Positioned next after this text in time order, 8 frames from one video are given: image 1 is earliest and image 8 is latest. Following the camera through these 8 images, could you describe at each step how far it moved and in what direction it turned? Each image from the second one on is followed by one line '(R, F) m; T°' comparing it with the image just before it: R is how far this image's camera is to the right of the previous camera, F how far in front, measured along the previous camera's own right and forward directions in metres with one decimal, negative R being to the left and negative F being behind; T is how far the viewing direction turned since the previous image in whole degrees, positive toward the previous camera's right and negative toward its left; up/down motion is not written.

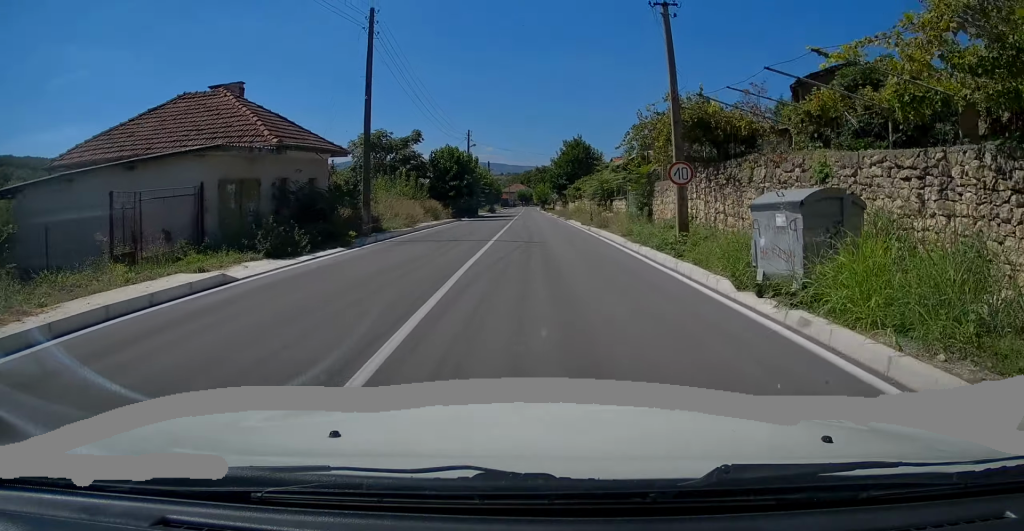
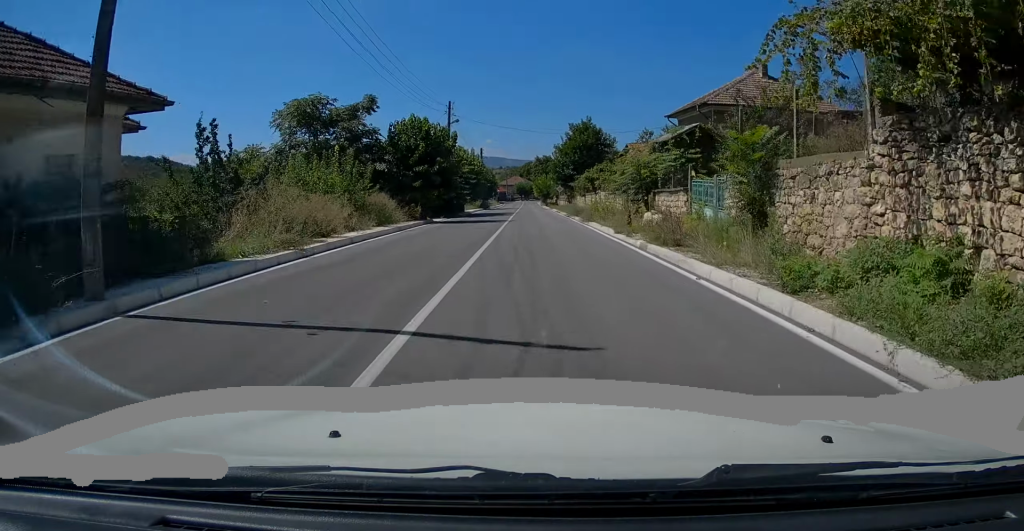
(-0.1, +13.0) m; +1°
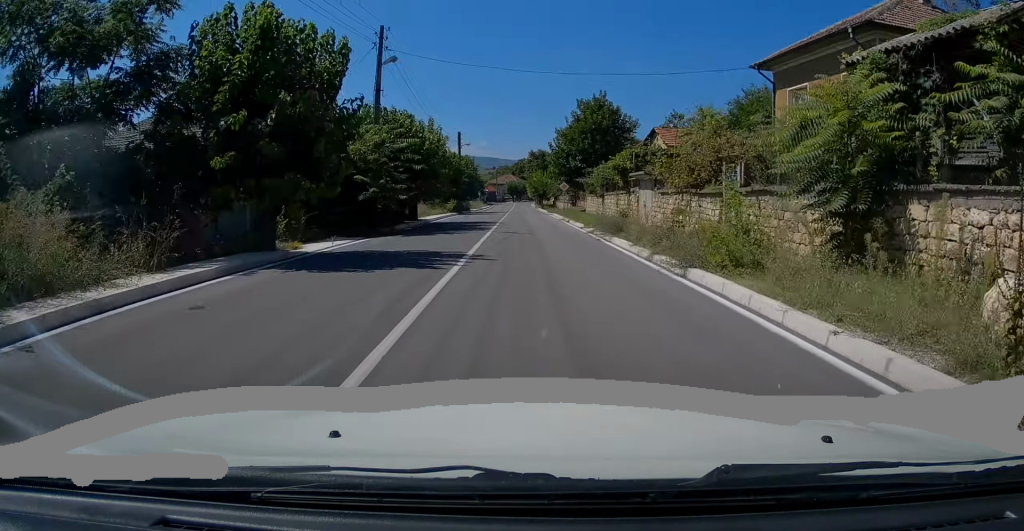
(+0.3, +18.4) m; 0°
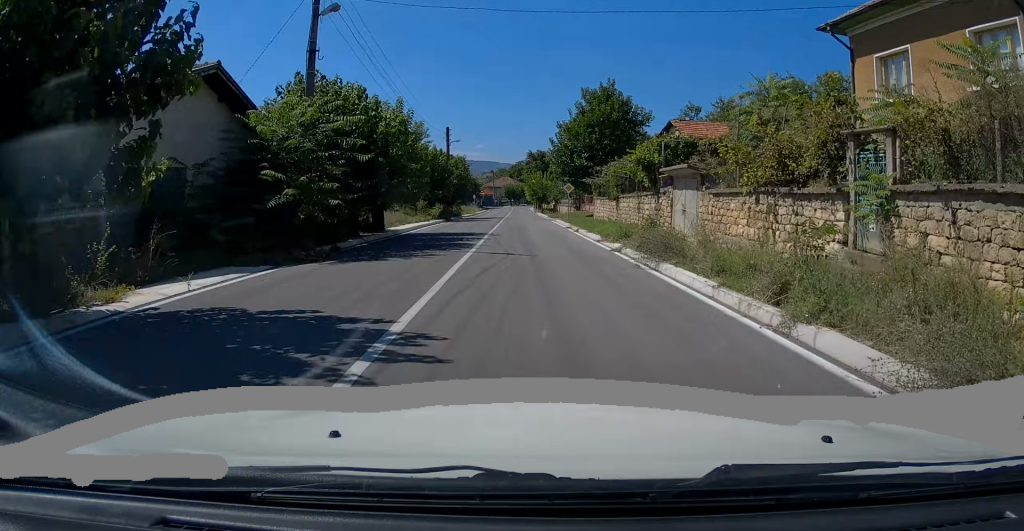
(-0.2, +7.0) m; -1°
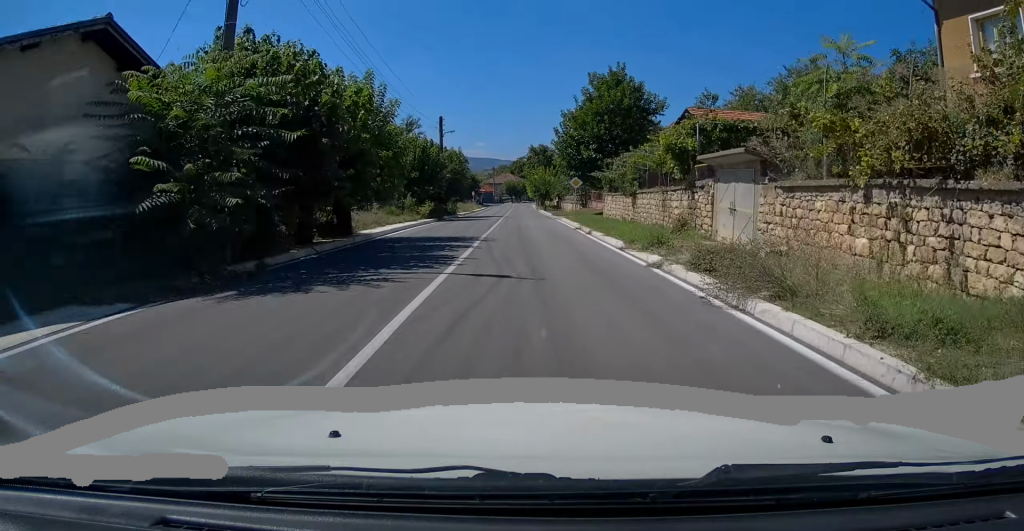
(0.0, +4.7) m; +1°
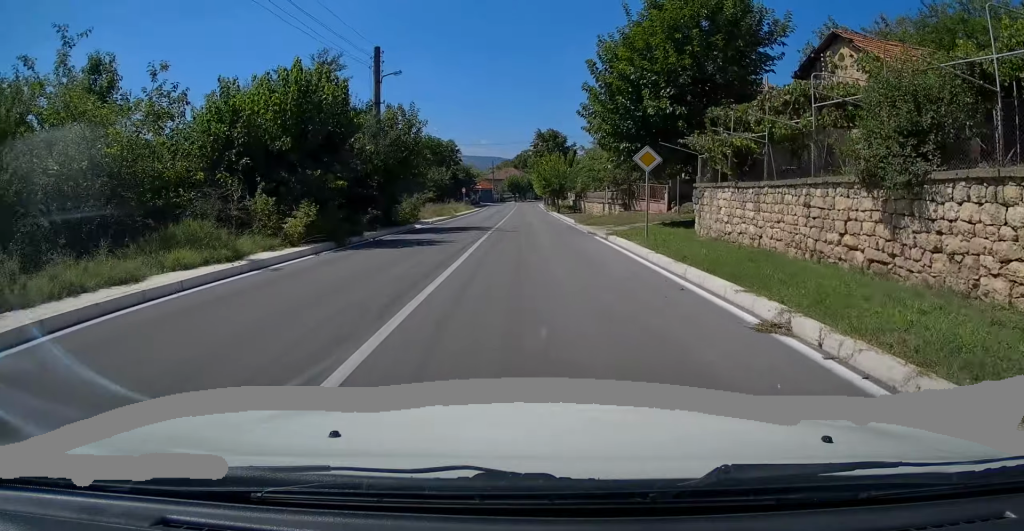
(+0.6, +20.5) m; +1°
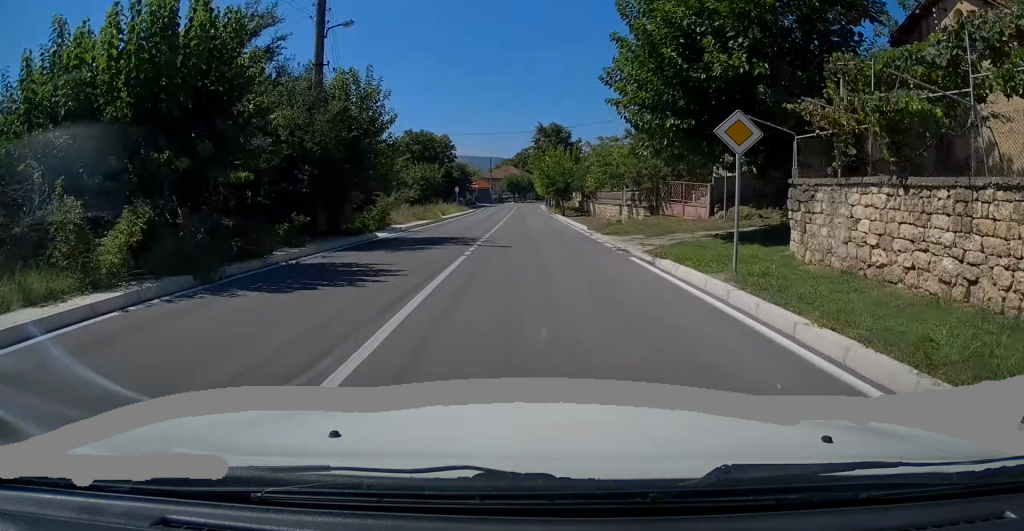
(-0.3, +7.1) m; 0°
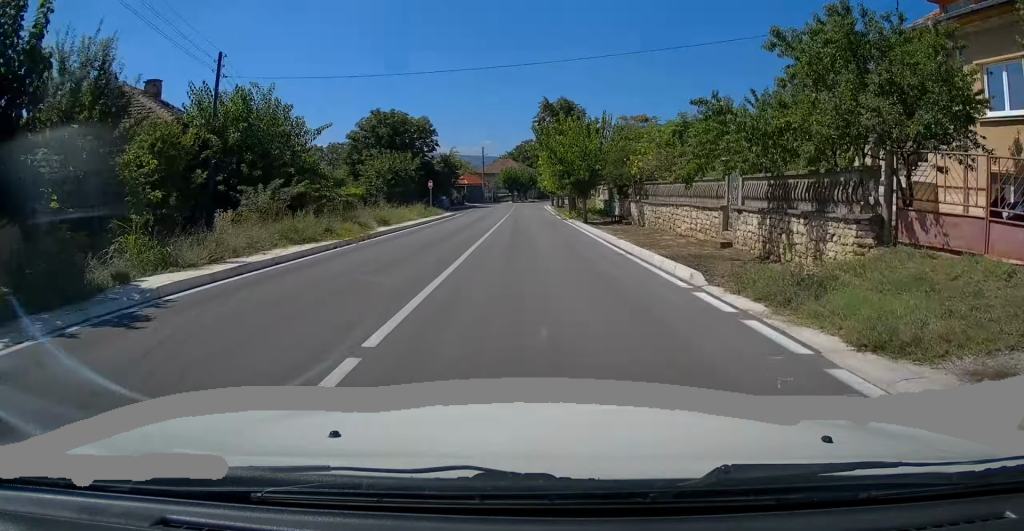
(+0.3, +17.9) m; 0°
